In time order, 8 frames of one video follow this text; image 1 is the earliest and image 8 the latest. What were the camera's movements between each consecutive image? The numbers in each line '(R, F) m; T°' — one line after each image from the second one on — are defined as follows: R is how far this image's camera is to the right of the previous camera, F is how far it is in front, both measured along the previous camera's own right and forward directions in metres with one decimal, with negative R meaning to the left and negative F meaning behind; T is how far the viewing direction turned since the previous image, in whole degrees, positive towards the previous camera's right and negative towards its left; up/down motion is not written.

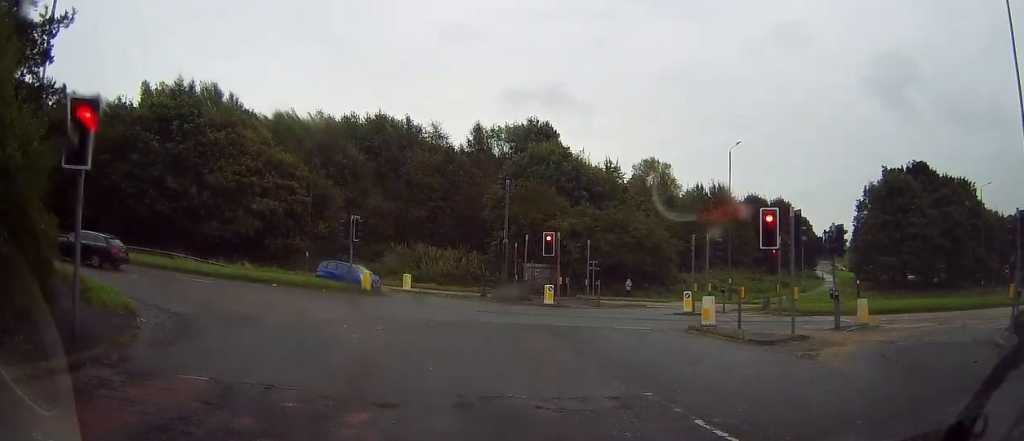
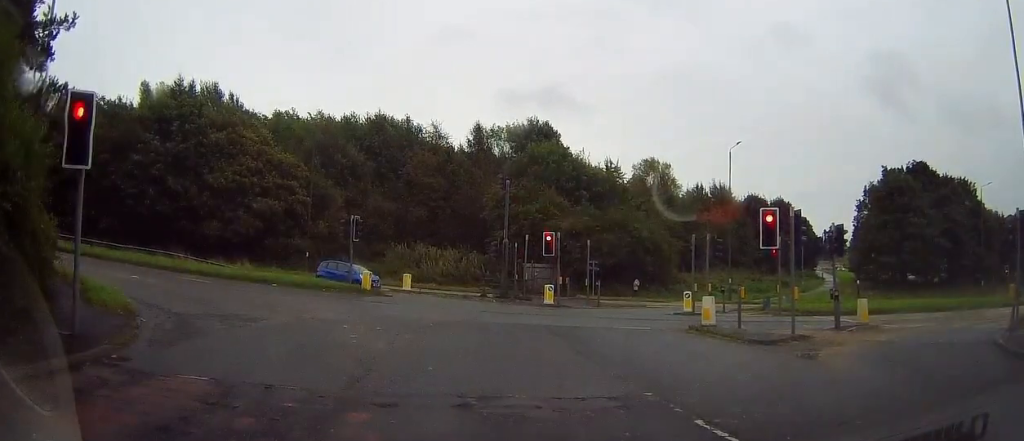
(0.0, 0.0) m; 0°
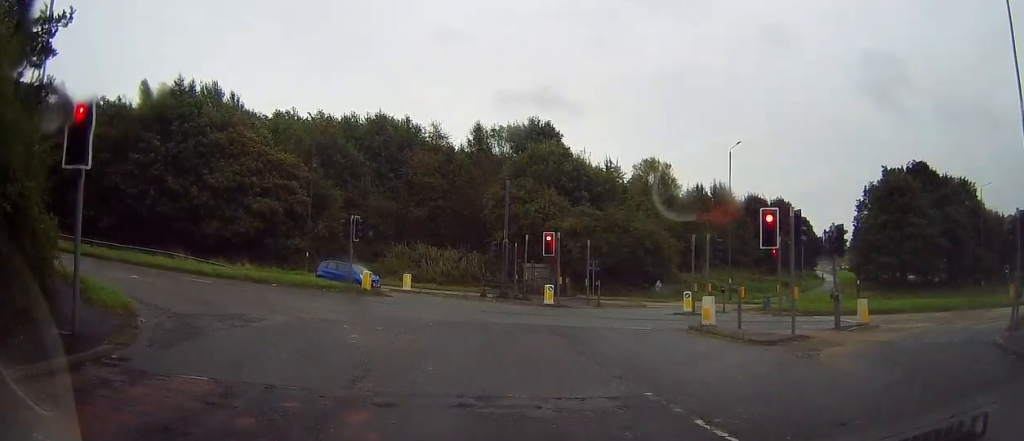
(0.0, 0.0) m; 0°
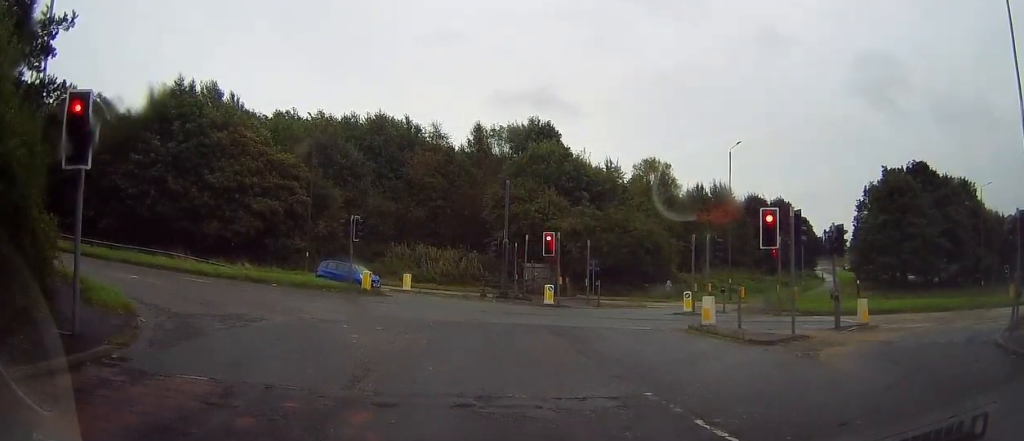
(0.0, 0.0) m; 0°
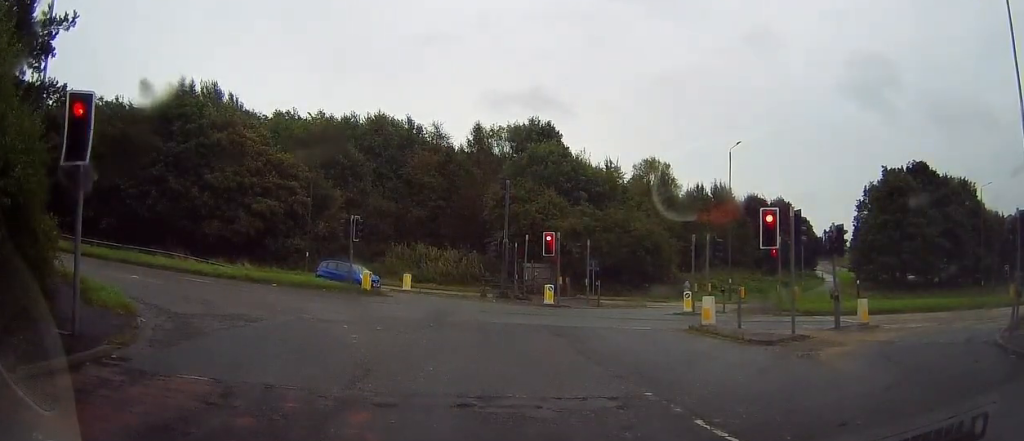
(0.0, 0.0) m; 0°
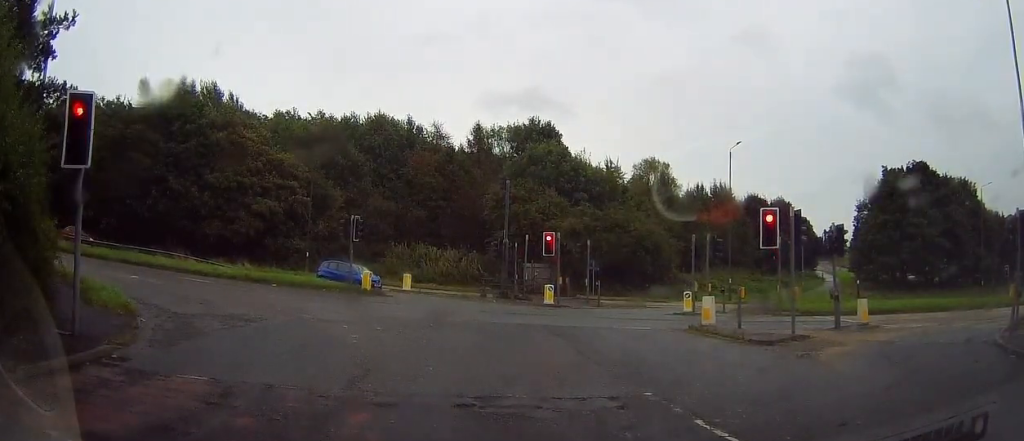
(0.0, 0.0) m; 0°
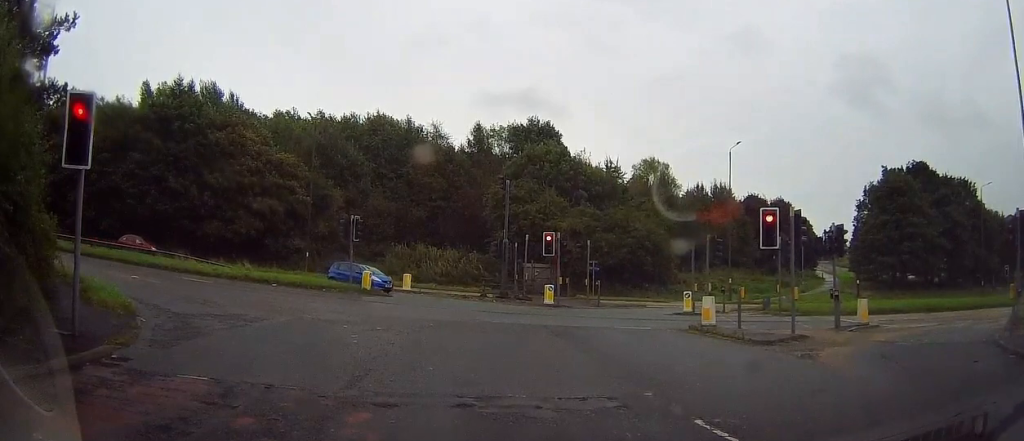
(0.0, 0.0) m; 0°
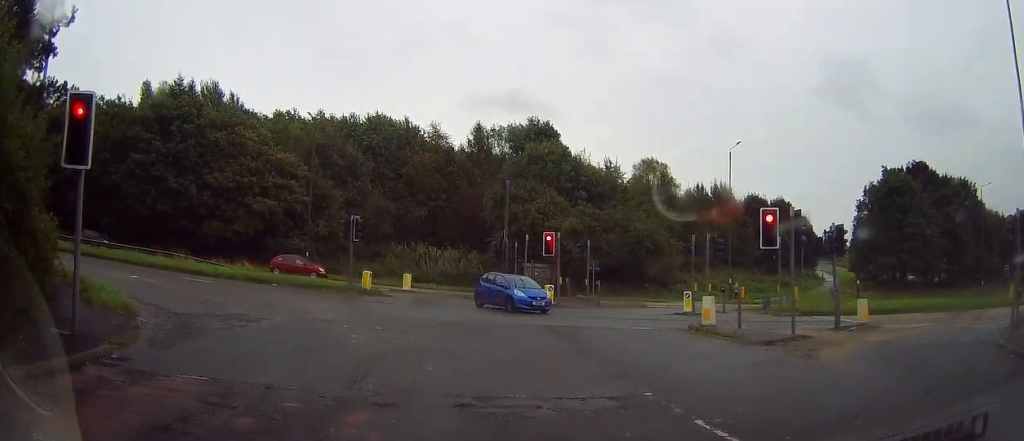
(0.0, 0.0) m; 0°
